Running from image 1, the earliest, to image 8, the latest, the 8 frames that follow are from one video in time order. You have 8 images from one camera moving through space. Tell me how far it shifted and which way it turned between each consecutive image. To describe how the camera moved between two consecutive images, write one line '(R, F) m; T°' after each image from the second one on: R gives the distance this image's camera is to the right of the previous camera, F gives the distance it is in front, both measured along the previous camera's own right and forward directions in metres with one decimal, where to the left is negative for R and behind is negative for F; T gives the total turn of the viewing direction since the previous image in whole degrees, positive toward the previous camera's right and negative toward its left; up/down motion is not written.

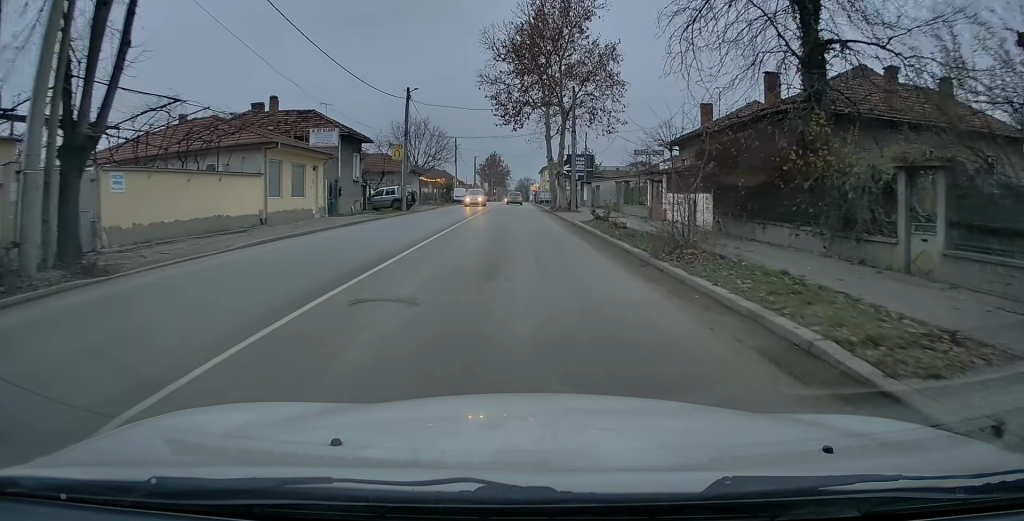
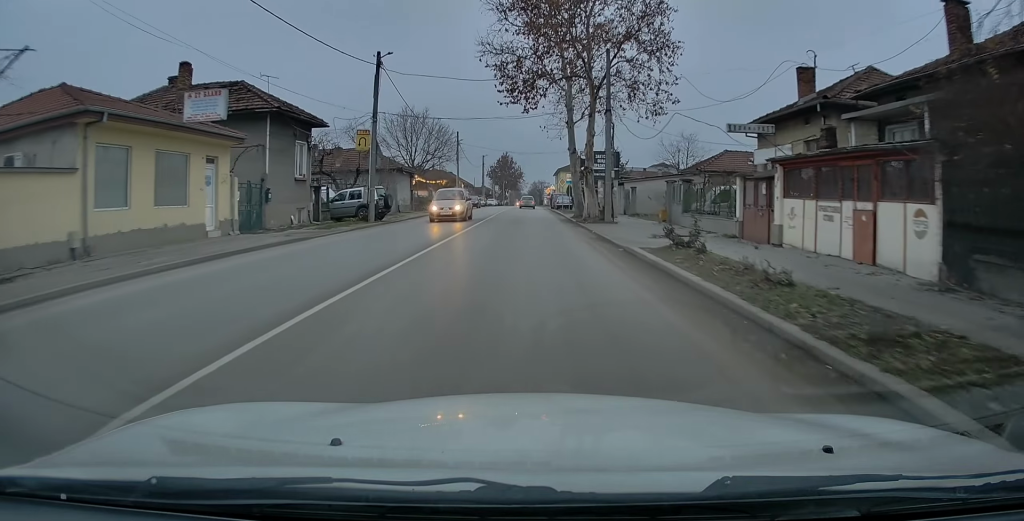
(-0.1, +11.9) m; 0°
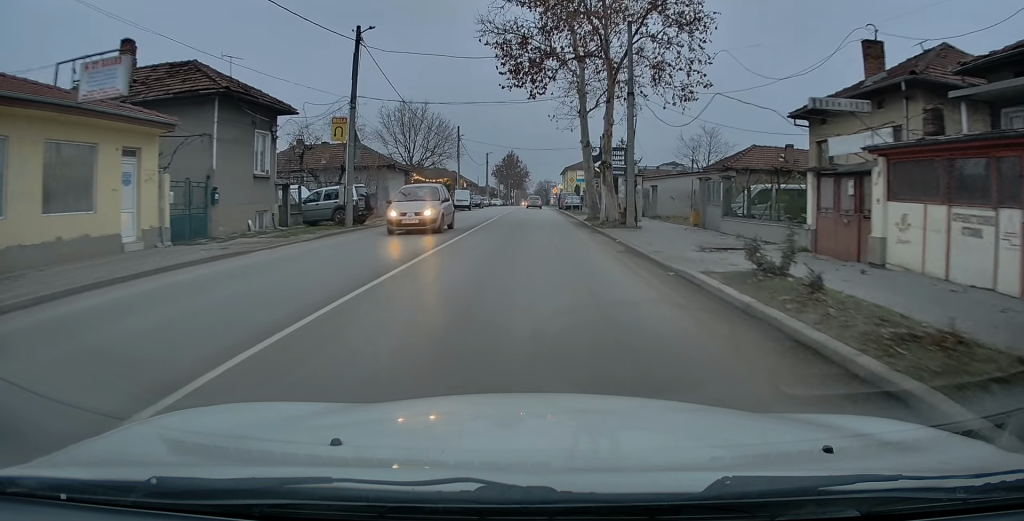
(+0.1, +4.7) m; 0°
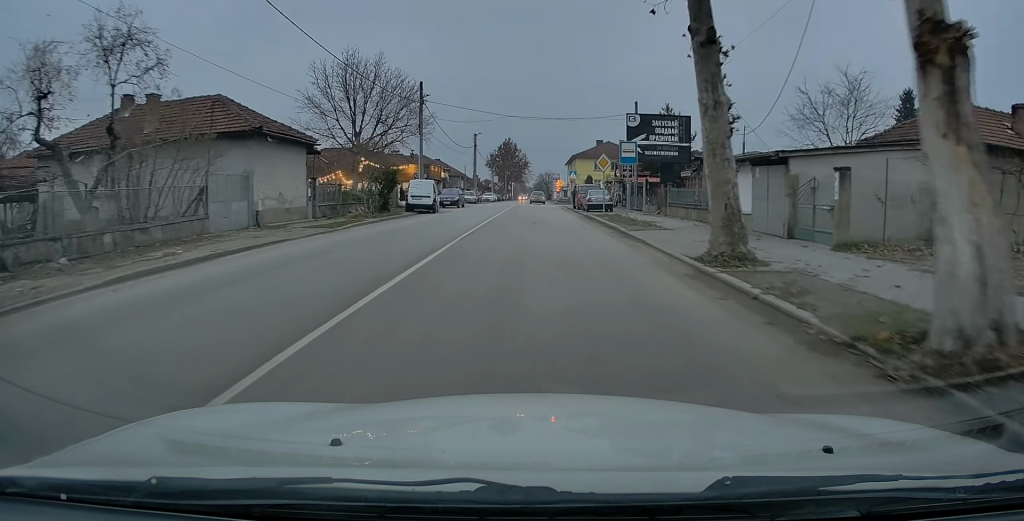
(0.0, +22.3) m; +1°
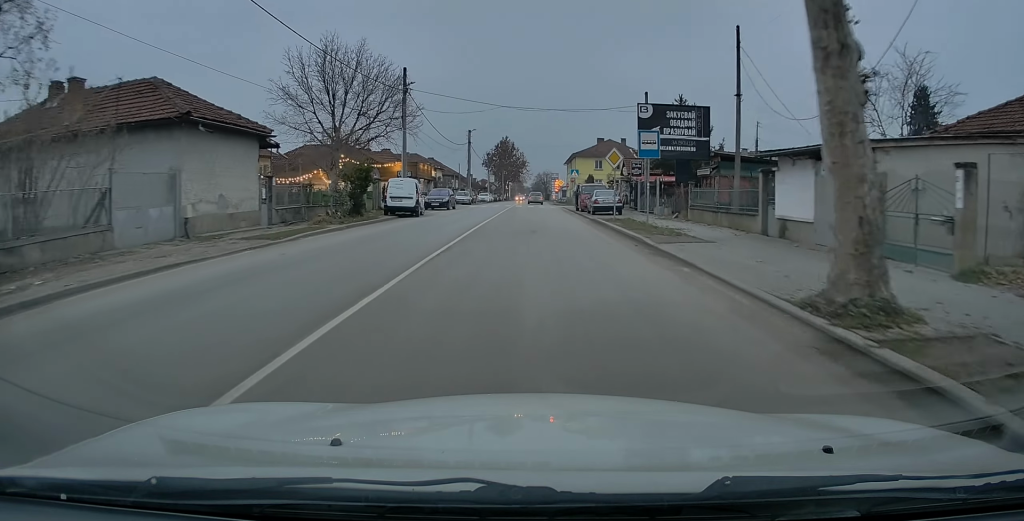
(0.0, +4.9) m; 0°
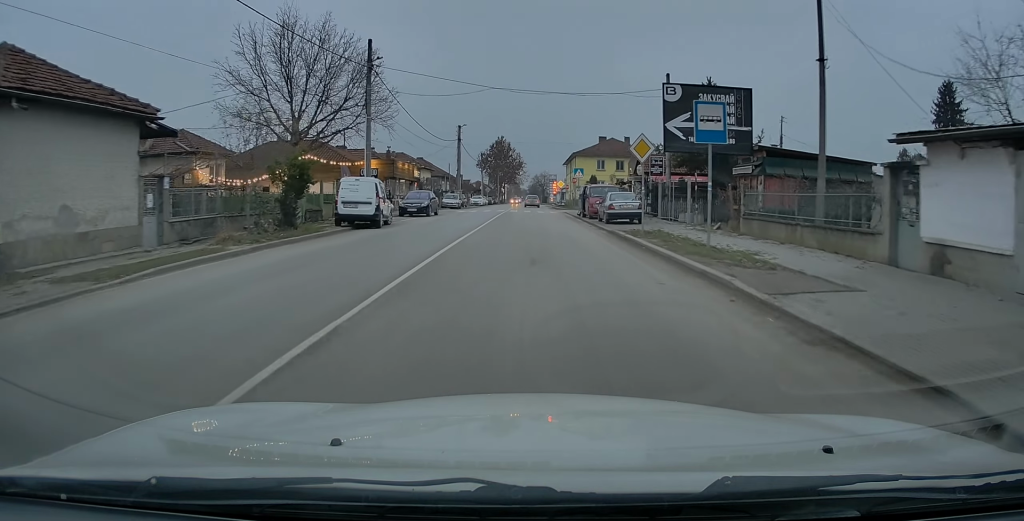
(-0.1, +7.6) m; -1°
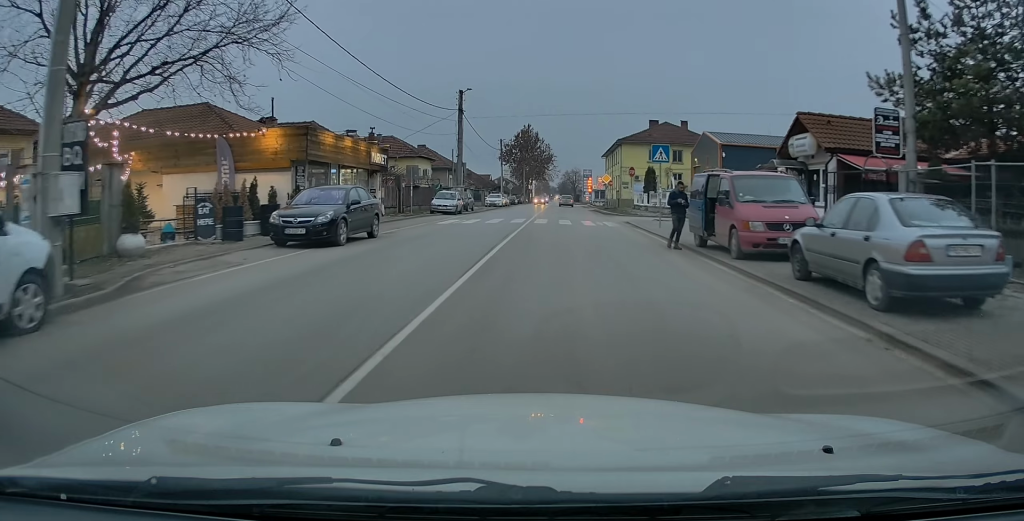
(0.0, +21.5) m; -1°
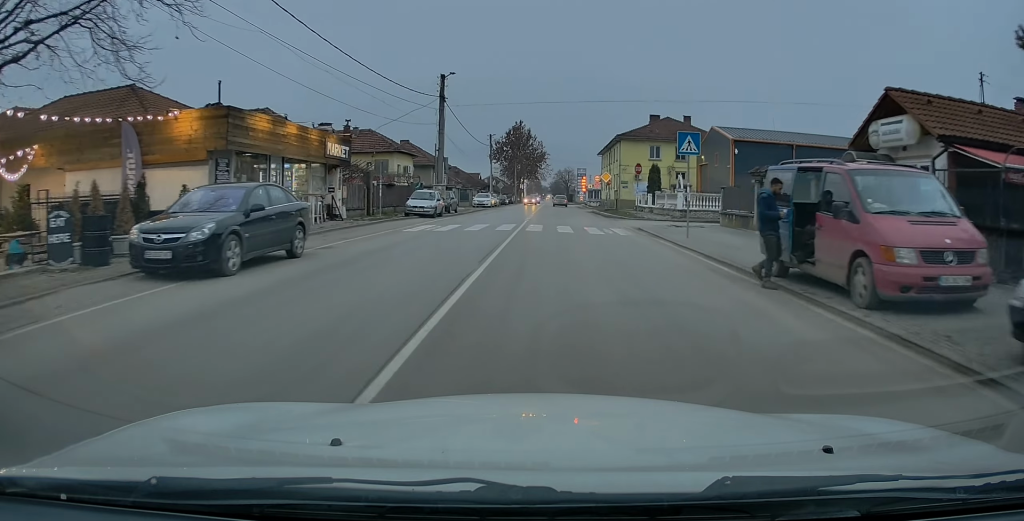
(-0.1, +5.7) m; +1°
